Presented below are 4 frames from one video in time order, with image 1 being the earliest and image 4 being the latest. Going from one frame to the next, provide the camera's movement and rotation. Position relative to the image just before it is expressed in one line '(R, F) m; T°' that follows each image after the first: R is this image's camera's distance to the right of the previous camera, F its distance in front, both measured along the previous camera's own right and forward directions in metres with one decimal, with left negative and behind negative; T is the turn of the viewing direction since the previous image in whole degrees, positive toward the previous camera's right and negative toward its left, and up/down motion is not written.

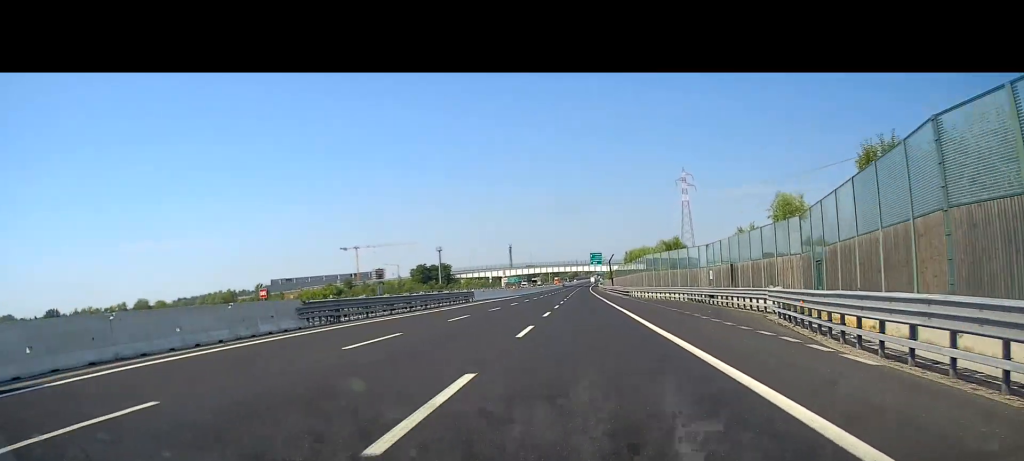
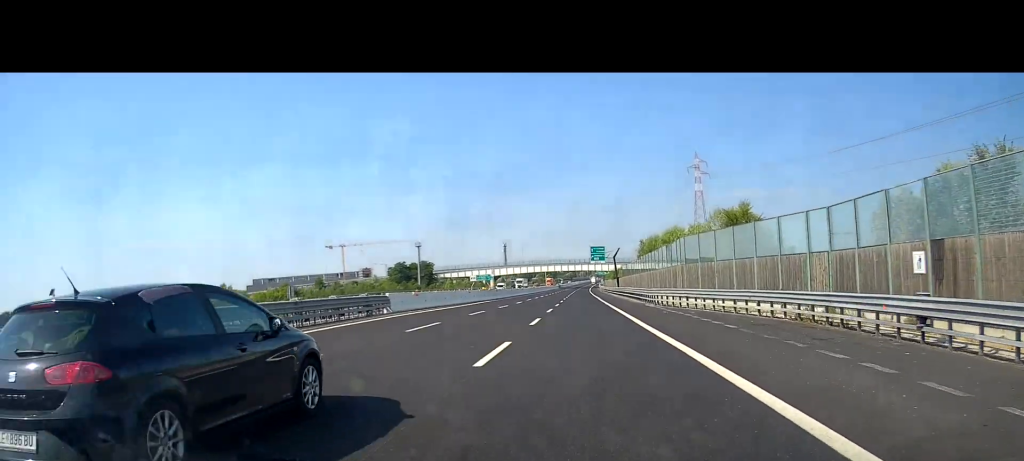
(+0.1, +30.1) m; 0°
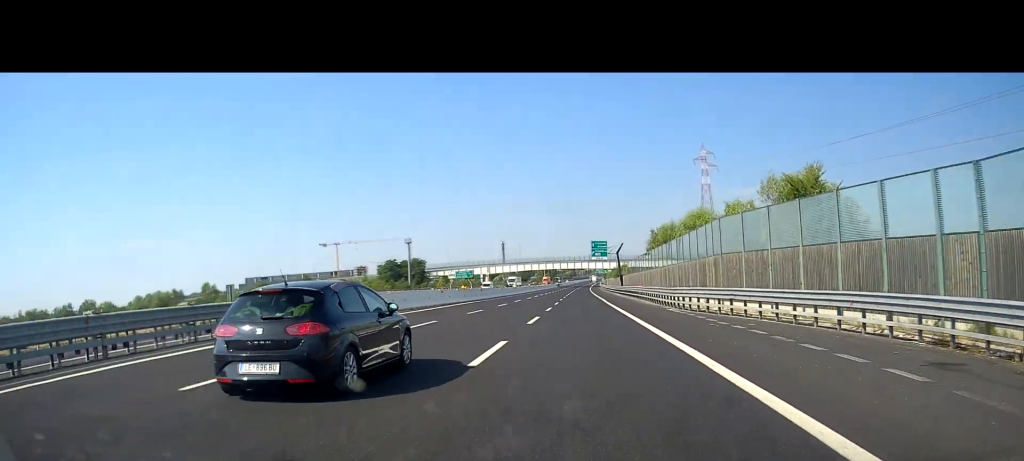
(+0.2, +12.3) m; 0°
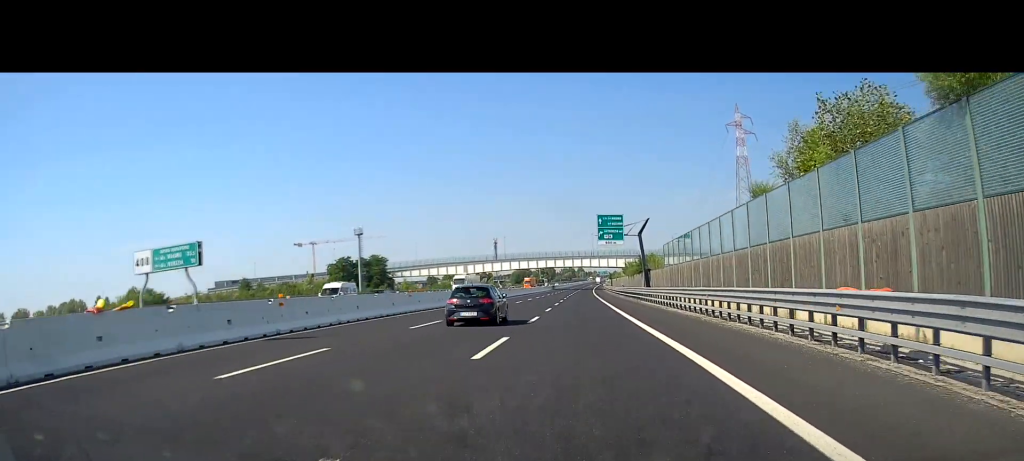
(+0.1, +46.7) m; +1°
